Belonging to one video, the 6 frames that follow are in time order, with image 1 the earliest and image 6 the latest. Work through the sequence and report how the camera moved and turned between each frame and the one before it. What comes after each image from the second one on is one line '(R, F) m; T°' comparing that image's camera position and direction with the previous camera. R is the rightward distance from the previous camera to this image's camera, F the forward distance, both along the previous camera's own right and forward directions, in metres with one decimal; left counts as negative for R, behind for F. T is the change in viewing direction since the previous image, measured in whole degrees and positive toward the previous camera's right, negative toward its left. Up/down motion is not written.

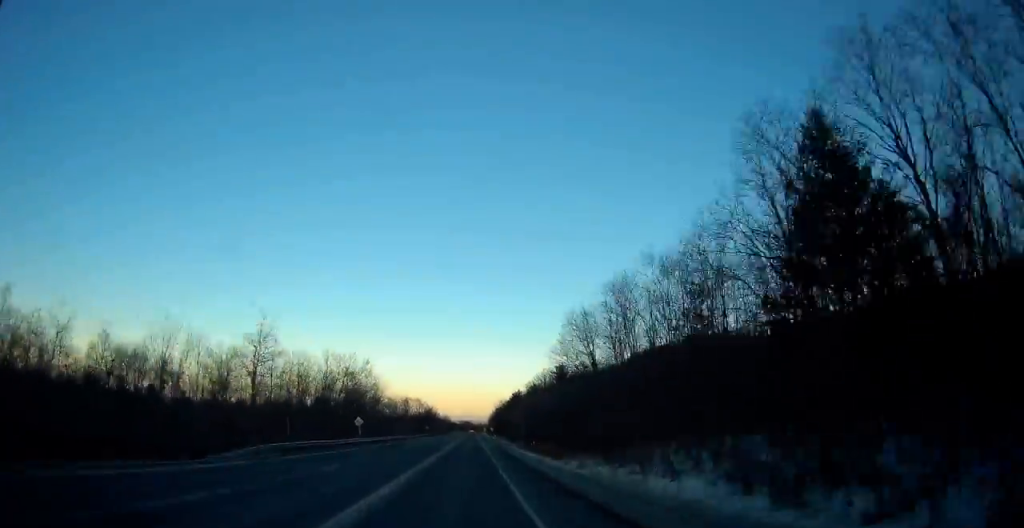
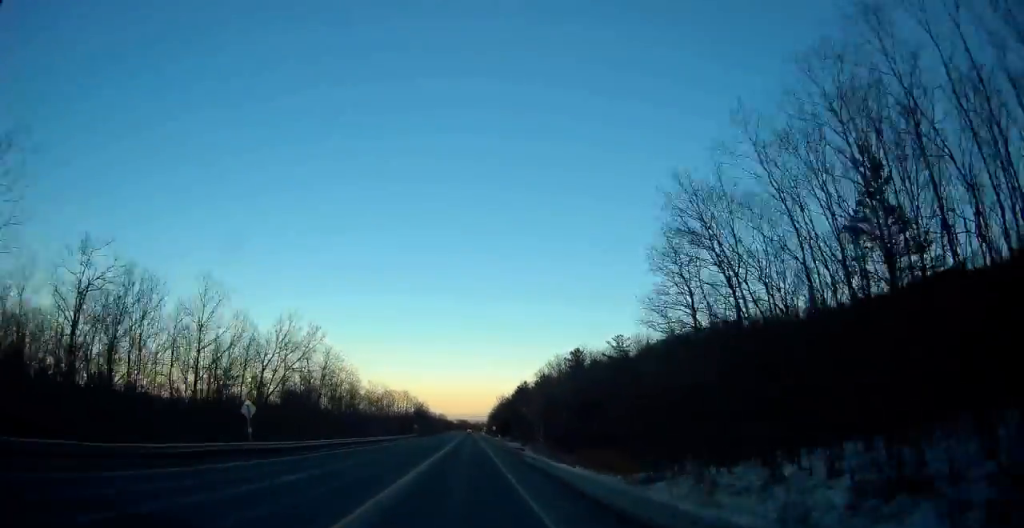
(+0.1, +30.7) m; 0°
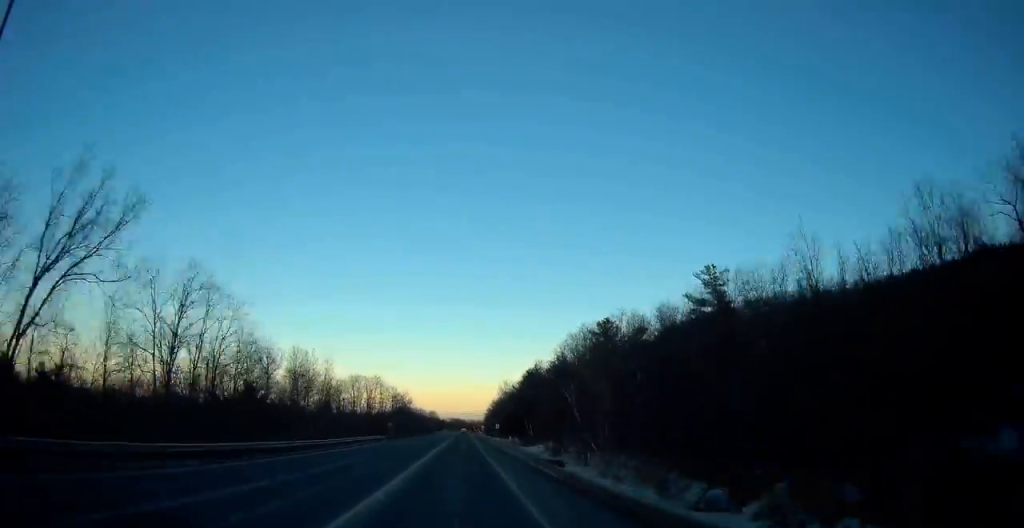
(0.0, +38.0) m; 0°
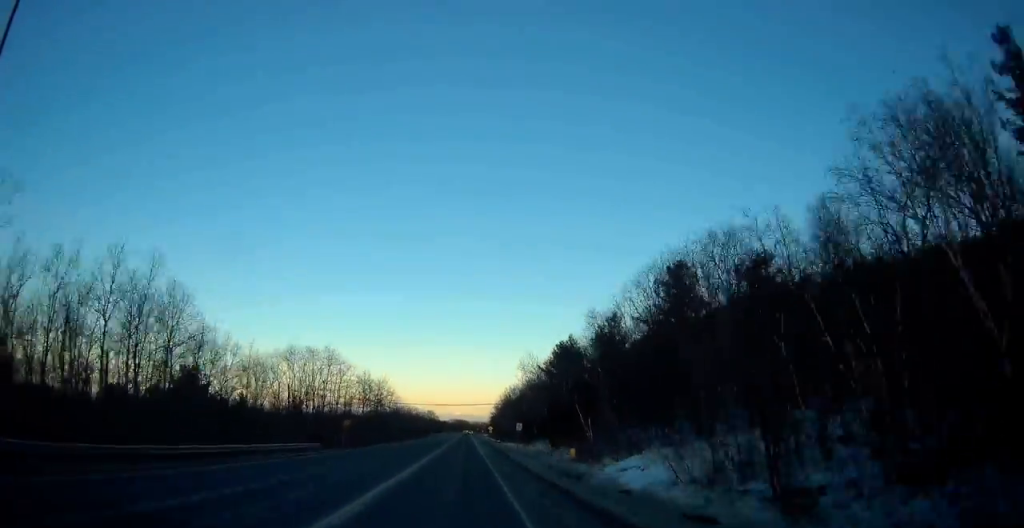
(0.0, +39.9) m; 0°
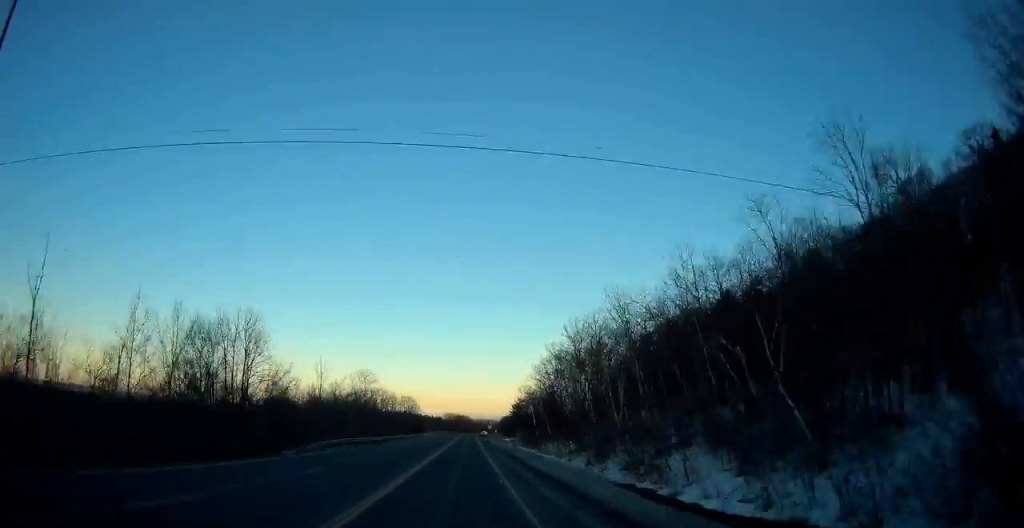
(+0.5, +133.5) m; 0°
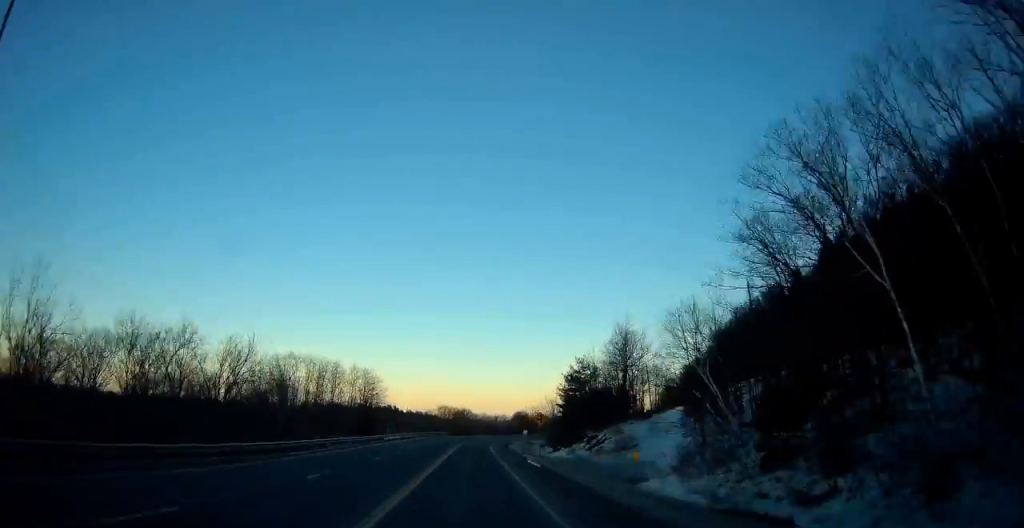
(-0.2, +85.0) m; +1°
